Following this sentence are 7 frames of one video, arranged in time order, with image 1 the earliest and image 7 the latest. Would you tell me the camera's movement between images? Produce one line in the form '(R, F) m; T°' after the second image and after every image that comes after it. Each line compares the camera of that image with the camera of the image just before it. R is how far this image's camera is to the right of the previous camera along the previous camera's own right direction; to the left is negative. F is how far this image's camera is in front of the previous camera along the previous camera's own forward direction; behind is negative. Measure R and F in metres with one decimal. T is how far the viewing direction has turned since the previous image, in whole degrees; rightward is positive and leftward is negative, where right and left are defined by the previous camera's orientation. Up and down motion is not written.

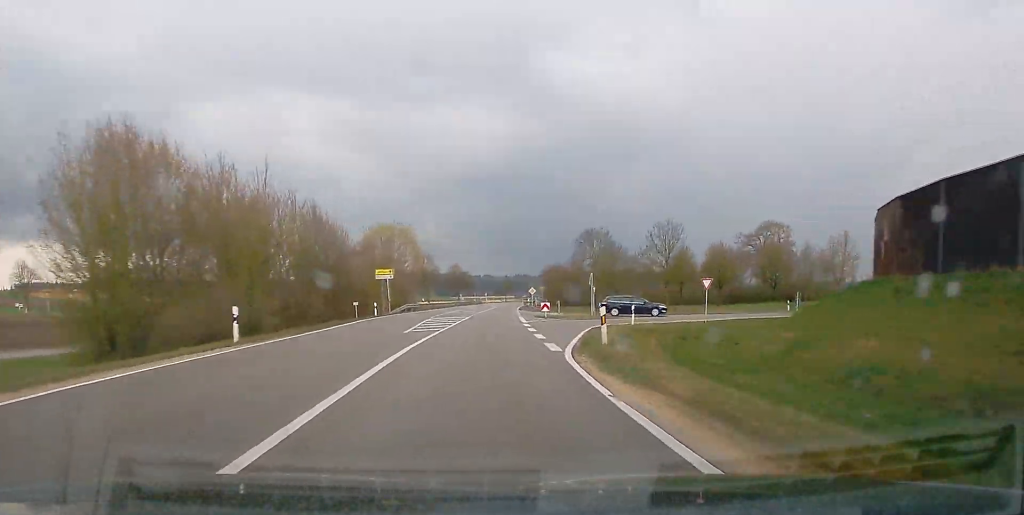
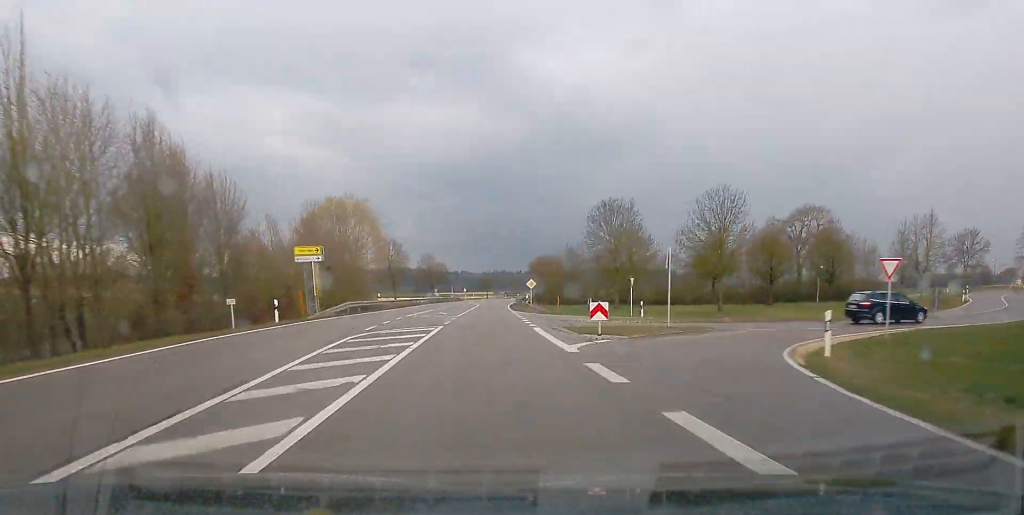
(+0.3, +24.9) m; +1°
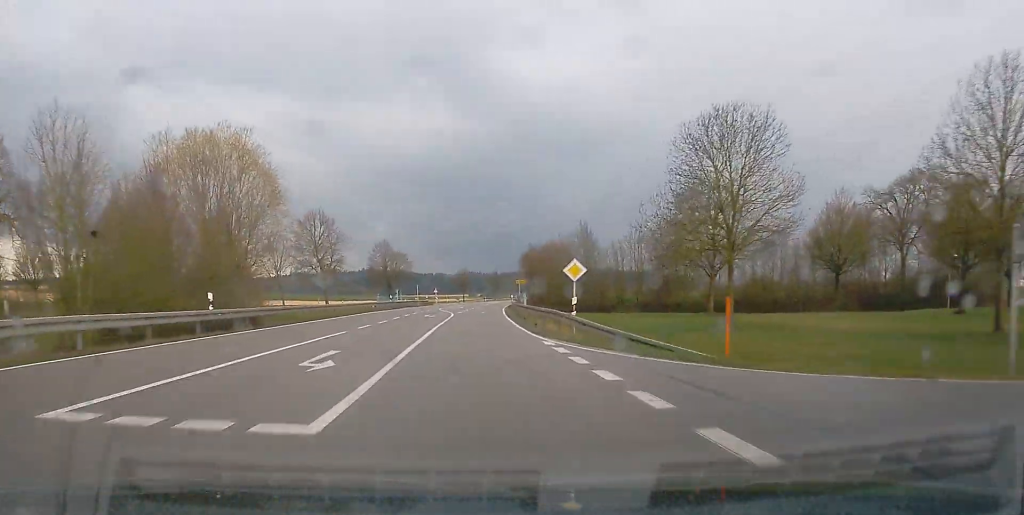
(+0.2, +37.8) m; +1°
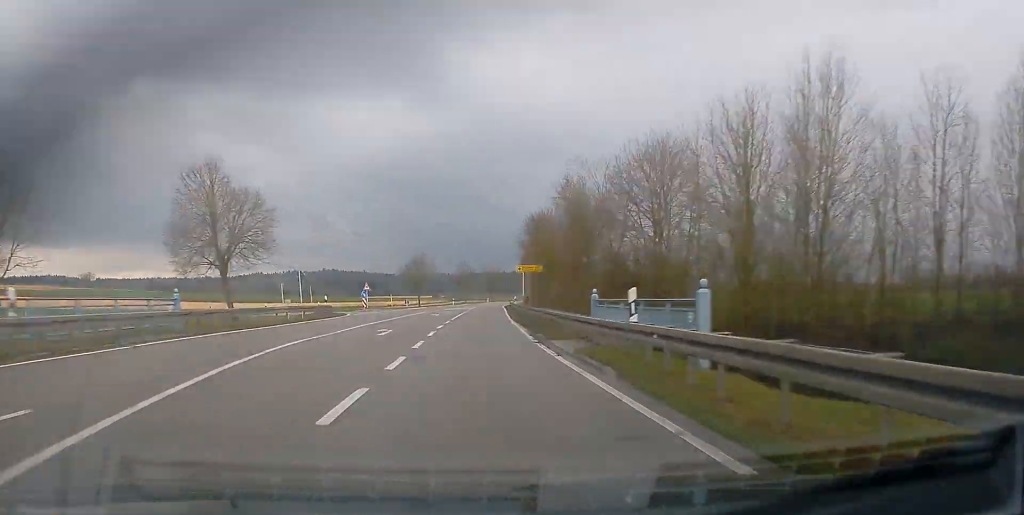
(+1.5, +59.8) m; +2°
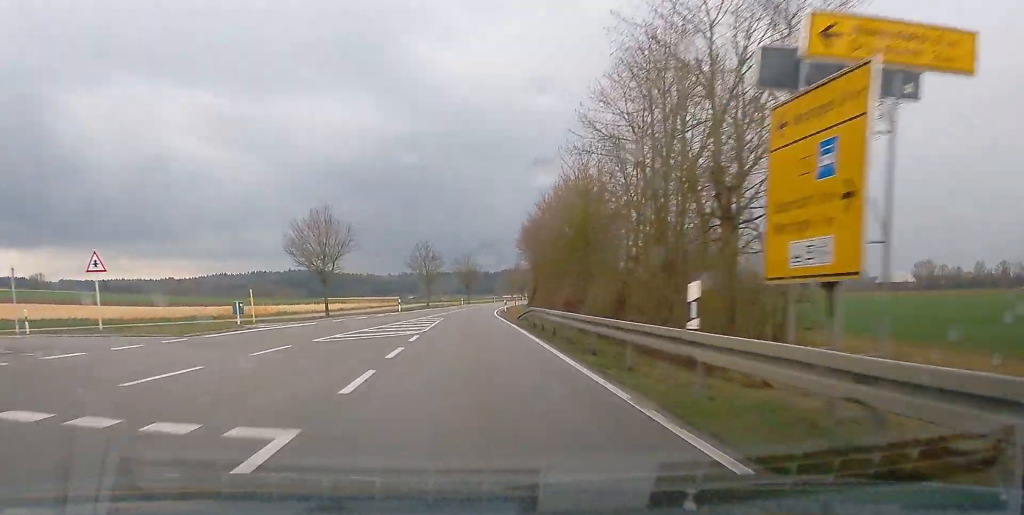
(+0.7, +53.9) m; +2°
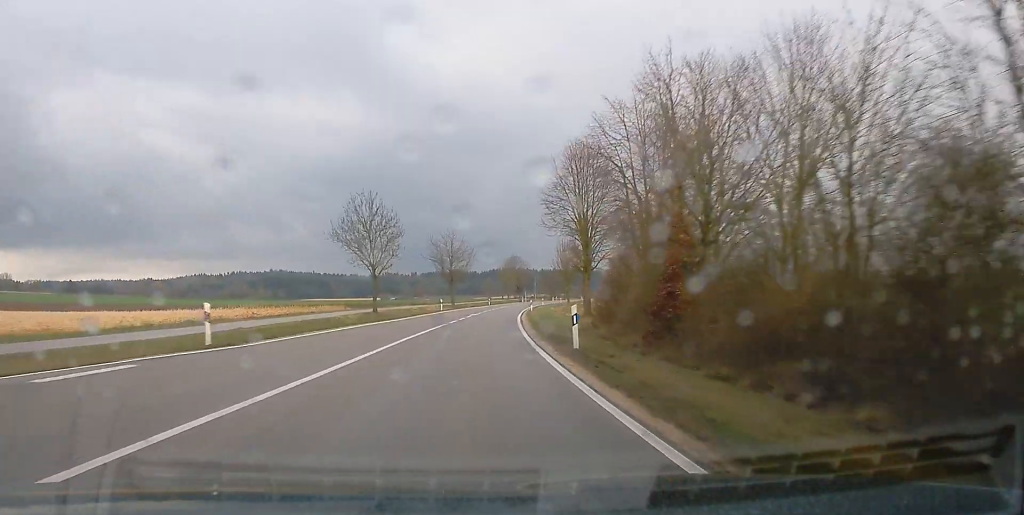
(+0.8, +45.7) m; +2°
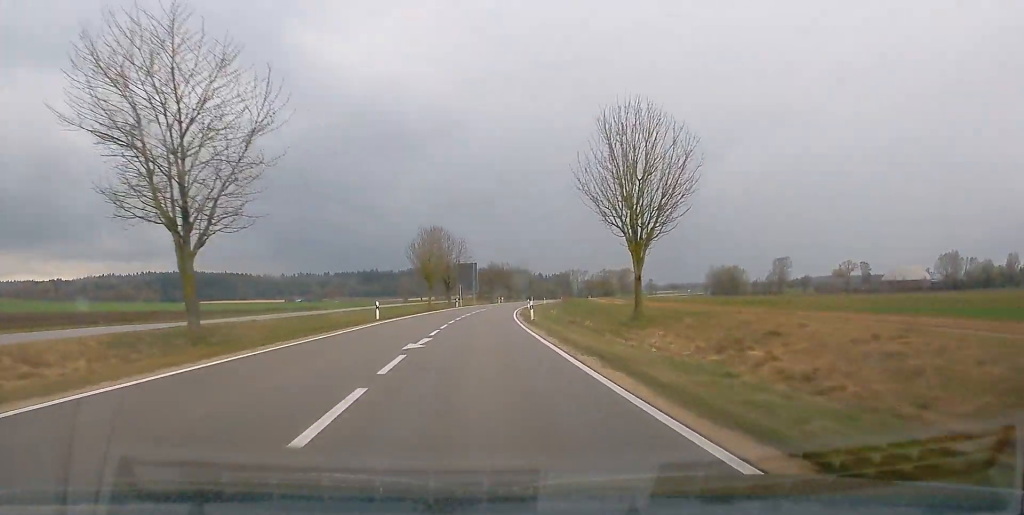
(+2.7, +79.5) m; +5°
